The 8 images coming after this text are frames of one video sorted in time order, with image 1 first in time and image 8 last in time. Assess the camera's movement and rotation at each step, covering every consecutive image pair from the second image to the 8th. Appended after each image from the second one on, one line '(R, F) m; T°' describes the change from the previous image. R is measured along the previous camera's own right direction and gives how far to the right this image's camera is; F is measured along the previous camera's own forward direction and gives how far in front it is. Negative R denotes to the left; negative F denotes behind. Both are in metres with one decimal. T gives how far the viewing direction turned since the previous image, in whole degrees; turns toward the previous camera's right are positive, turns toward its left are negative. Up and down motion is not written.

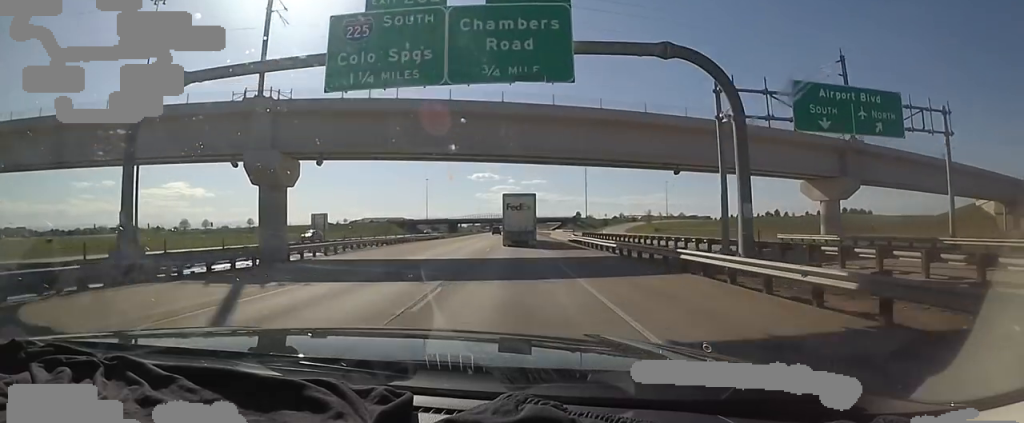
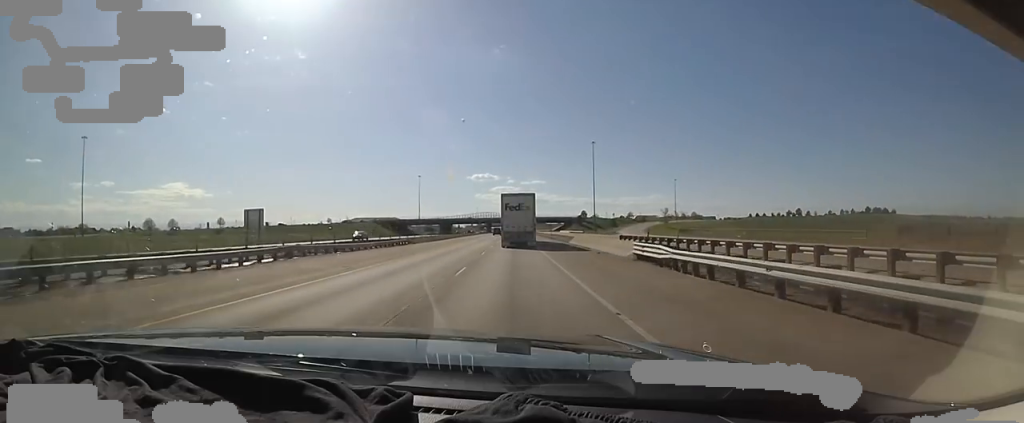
(+0.5, +27.1) m; -2°
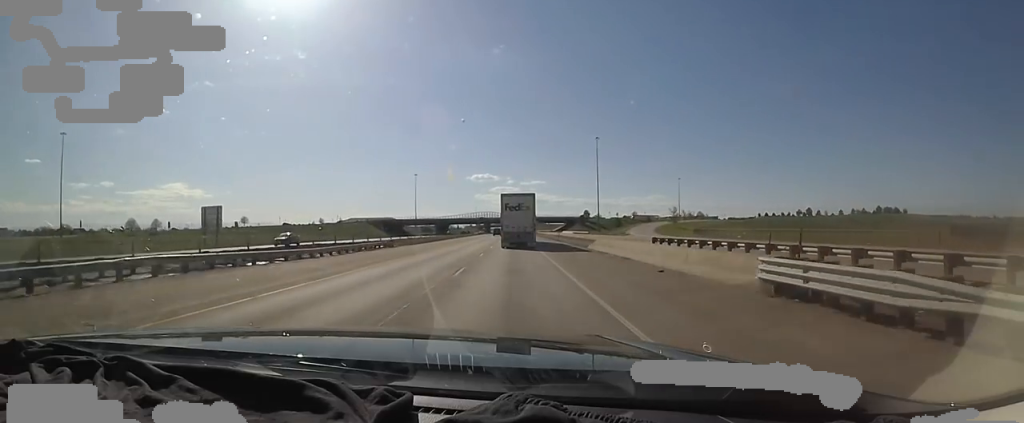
(-0.5, +11.5) m; 0°
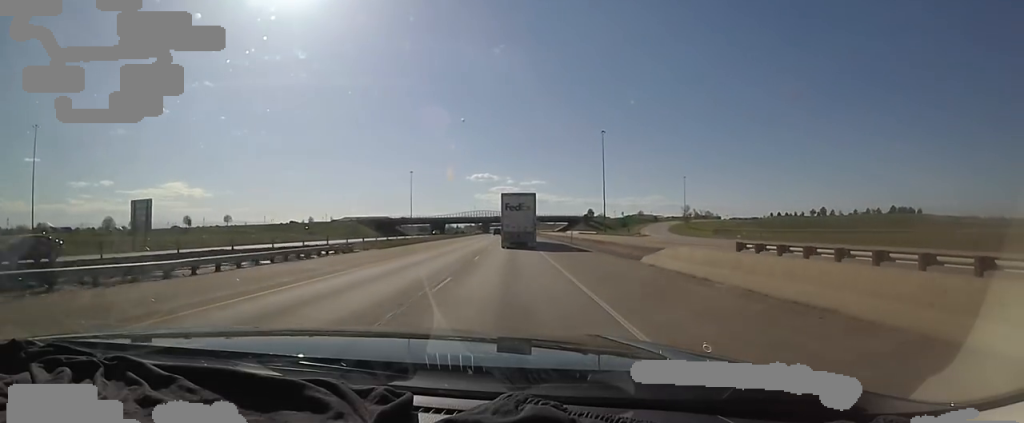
(-0.7, +14.2) m; 0°
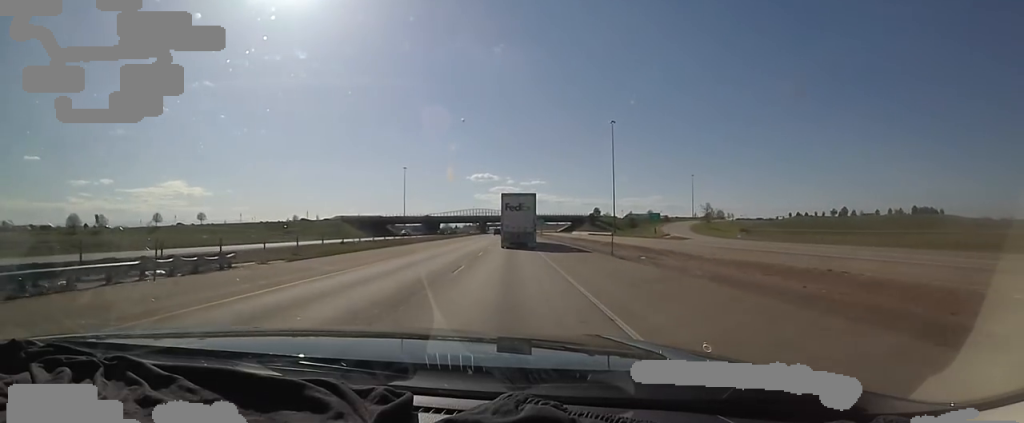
(+0.8, +19.4) m; 0°
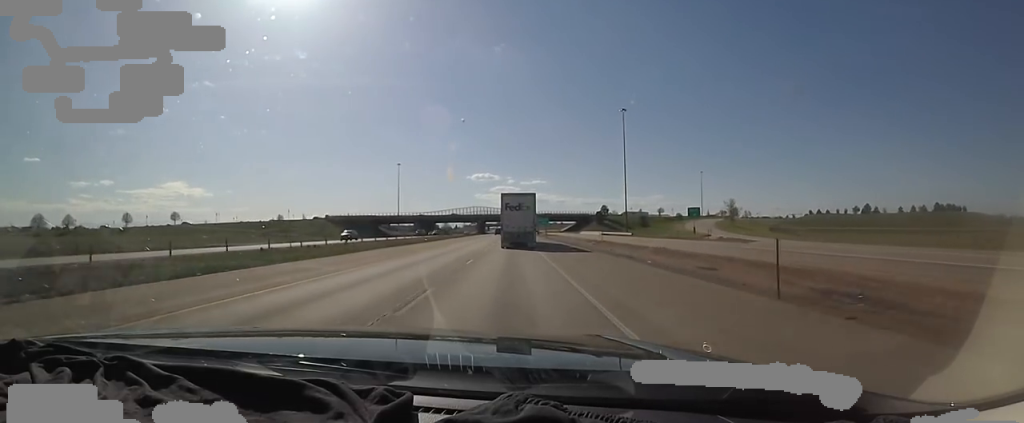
(0.0, +17.7) m; 0°
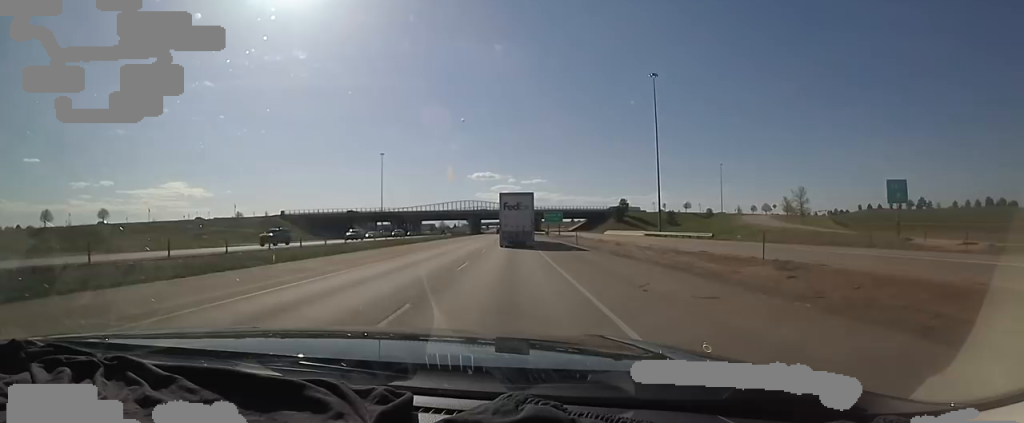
(-0.4, +37.3) m; -1°
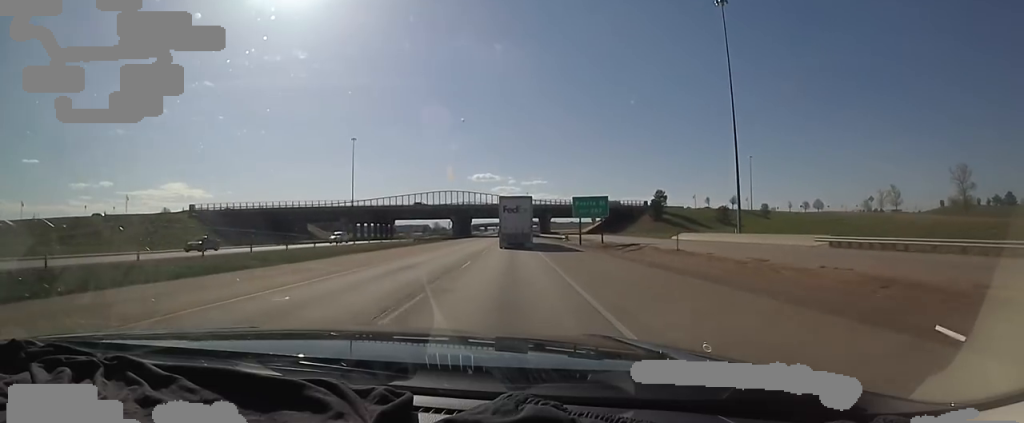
(+0.2, +45.4) m; +2°
